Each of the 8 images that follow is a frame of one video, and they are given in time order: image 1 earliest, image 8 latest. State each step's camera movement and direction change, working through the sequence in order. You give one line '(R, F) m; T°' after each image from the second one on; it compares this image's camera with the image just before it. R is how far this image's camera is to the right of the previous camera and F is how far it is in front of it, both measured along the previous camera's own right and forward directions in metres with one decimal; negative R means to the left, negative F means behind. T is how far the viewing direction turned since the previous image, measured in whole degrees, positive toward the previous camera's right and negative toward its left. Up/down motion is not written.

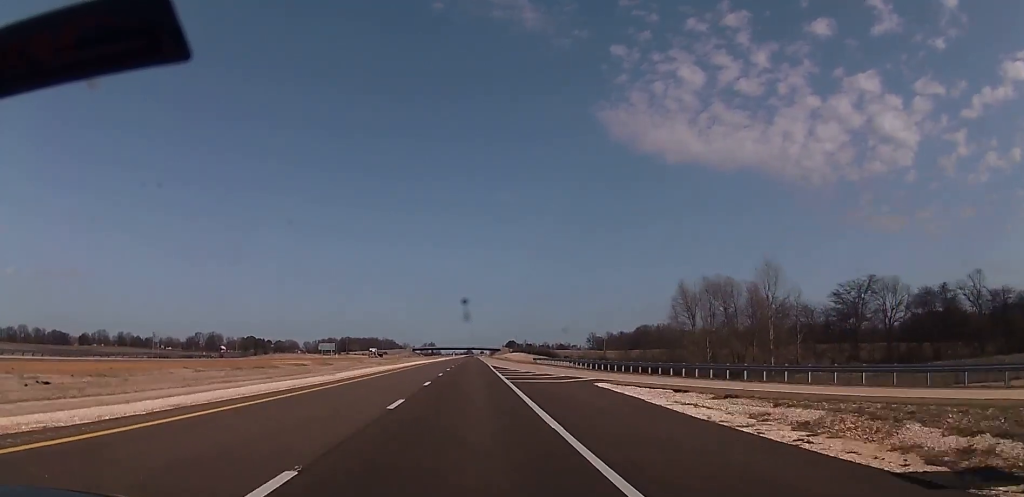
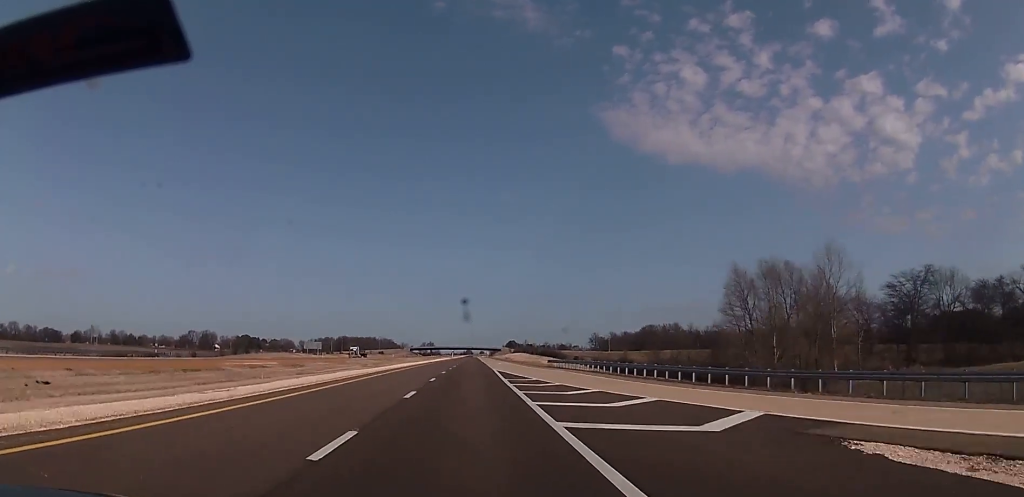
(0.0, +20.2) m; 0°
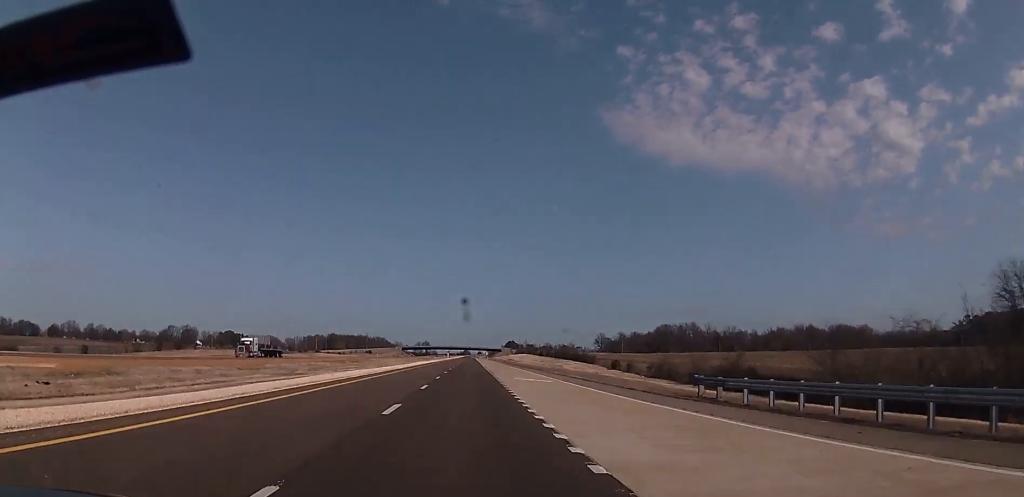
(0.0, +53.3) m; 0°
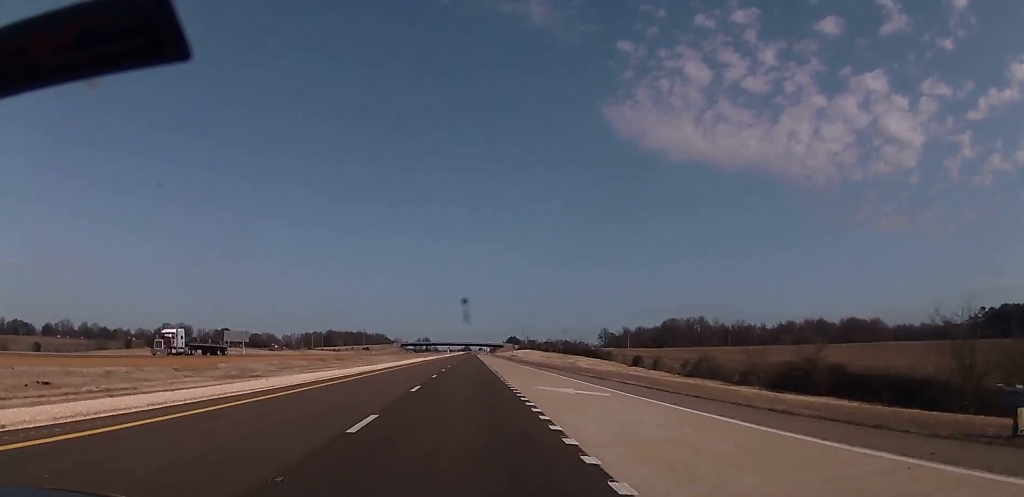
(0.0, +16.6) m; 0°
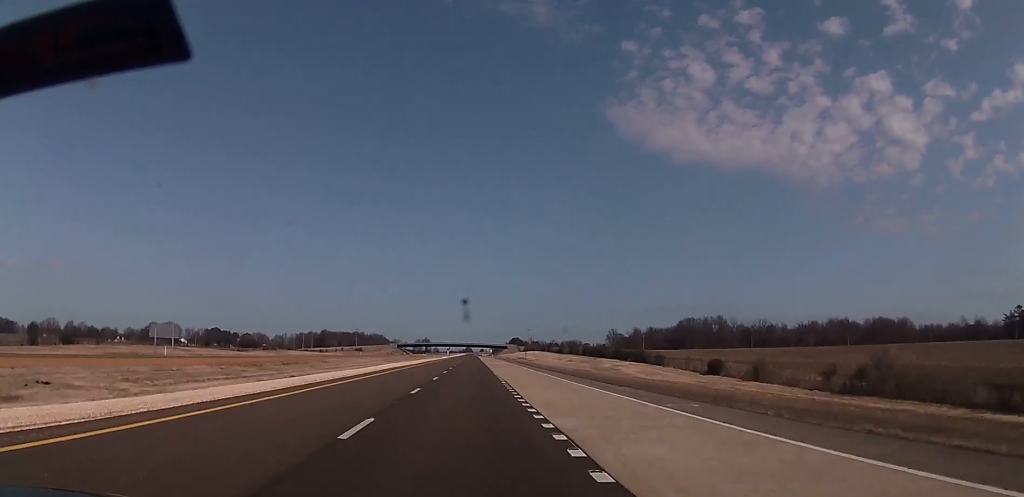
(0.0, +36.7) m; 0°
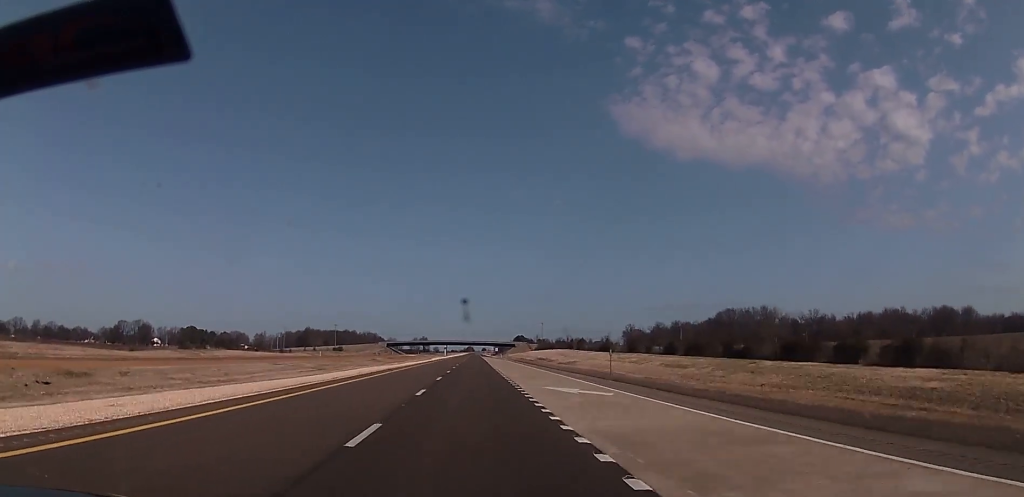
(0.0, +74.0) m; 0°
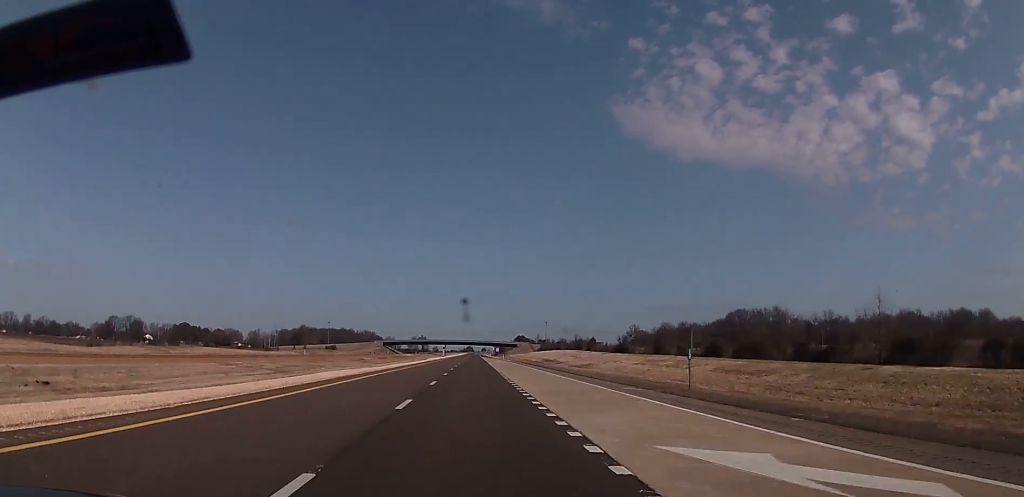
(0.0, +17.9) m; 0°
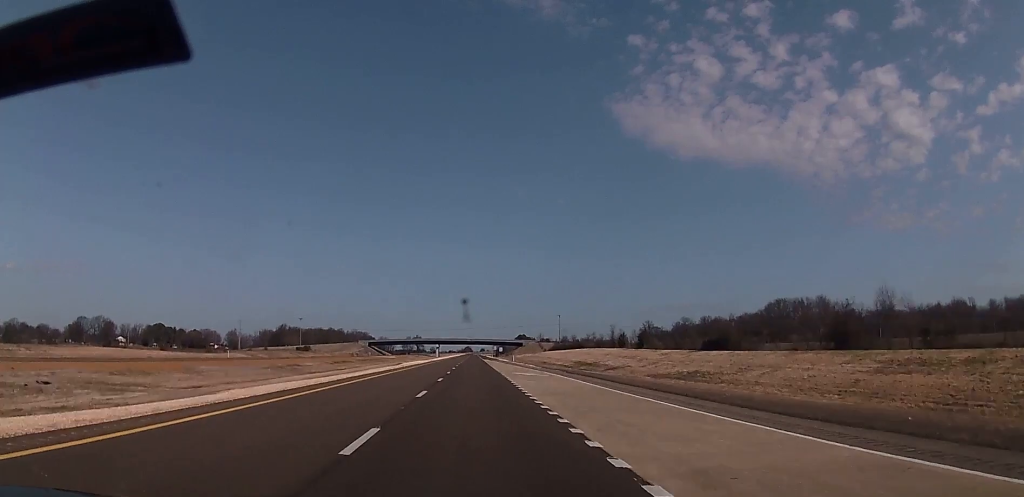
(0.0, +56.0) m; 0°
